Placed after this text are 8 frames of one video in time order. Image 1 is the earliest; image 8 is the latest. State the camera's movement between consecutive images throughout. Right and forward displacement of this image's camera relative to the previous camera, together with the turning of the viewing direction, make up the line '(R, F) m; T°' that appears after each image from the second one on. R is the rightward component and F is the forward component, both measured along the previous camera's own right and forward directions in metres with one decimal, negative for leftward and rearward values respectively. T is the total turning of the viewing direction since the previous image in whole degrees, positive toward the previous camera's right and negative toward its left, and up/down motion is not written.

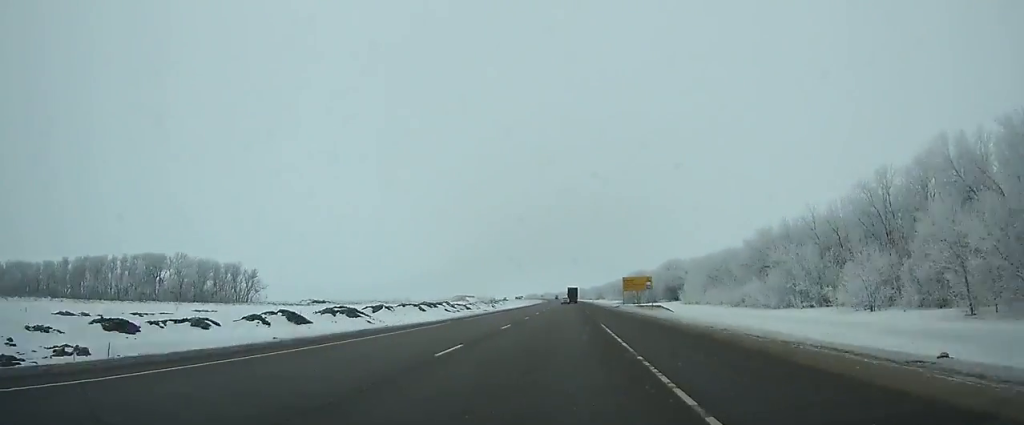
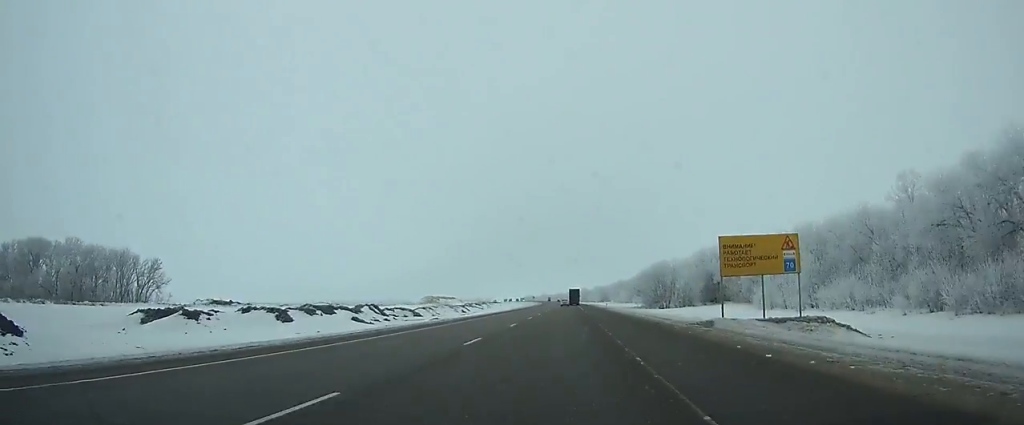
(-0.1, +55.3) m; 0°
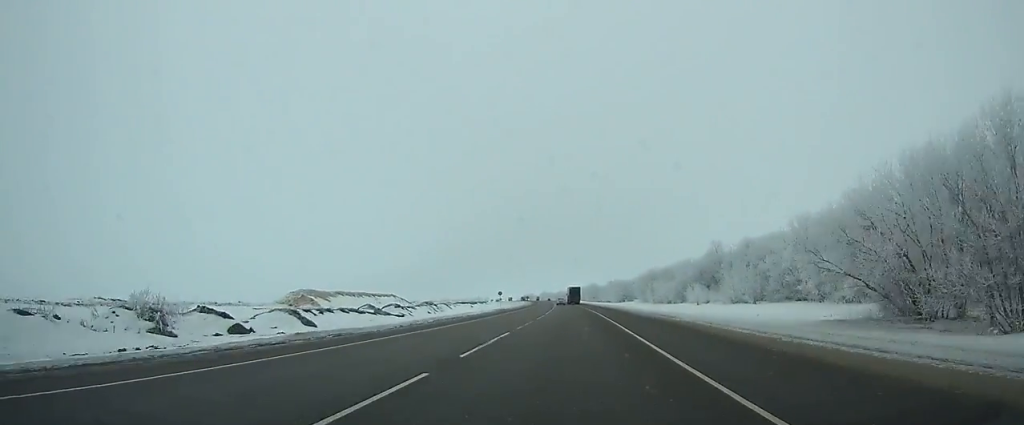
(-0.3, +105.5) m; 0°
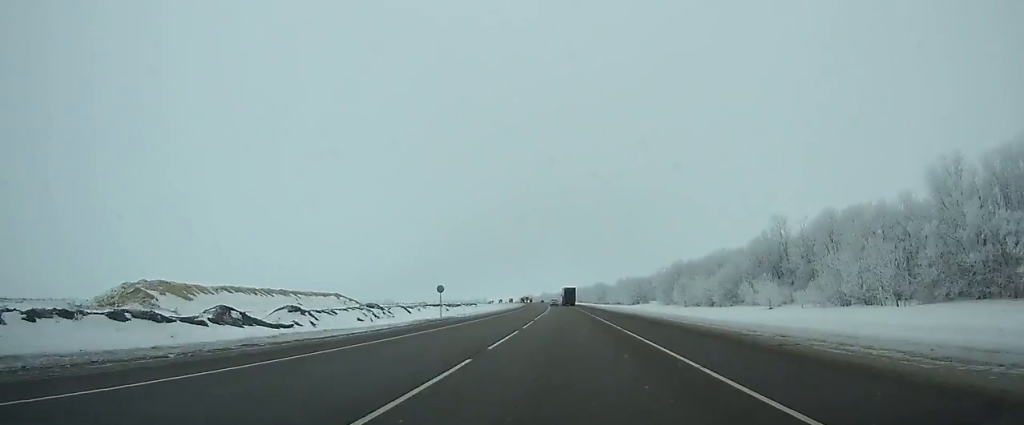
(0.0, +45.1) m; -1°
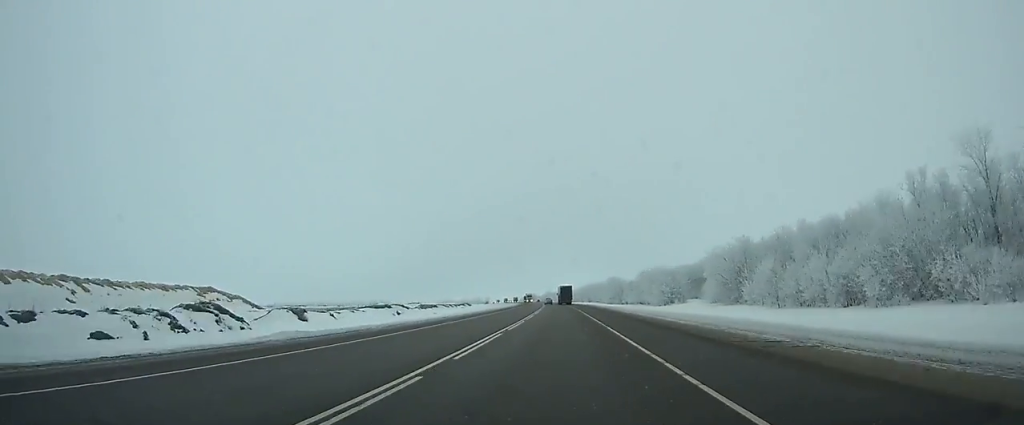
(-0.3, +55.1) m; -1°
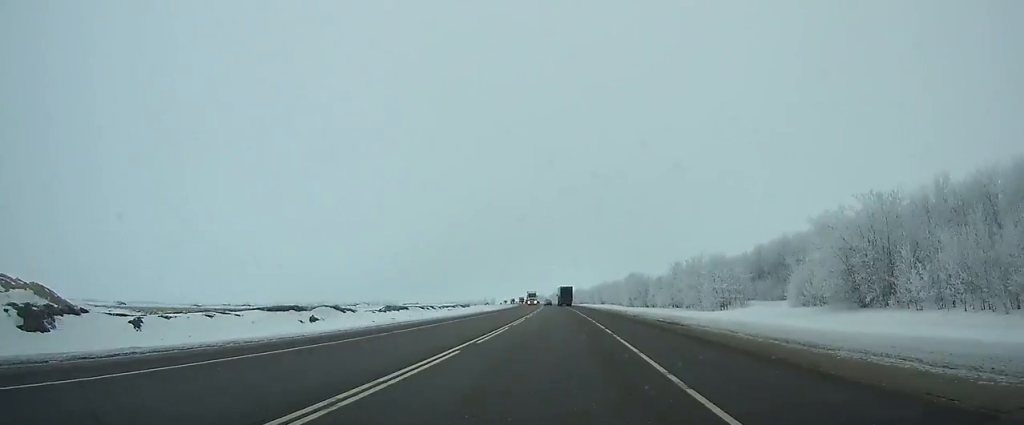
(-0.3, +42.7) m; -1°
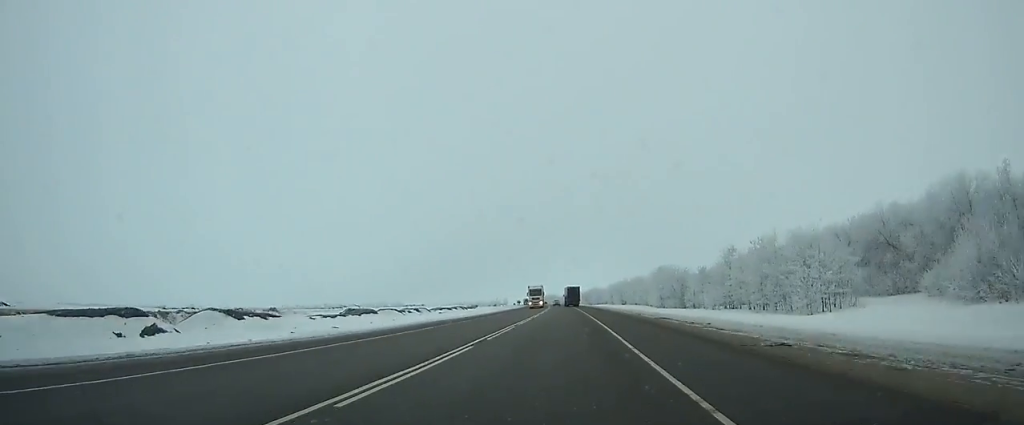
(-0.4, +35.2) m; -1°
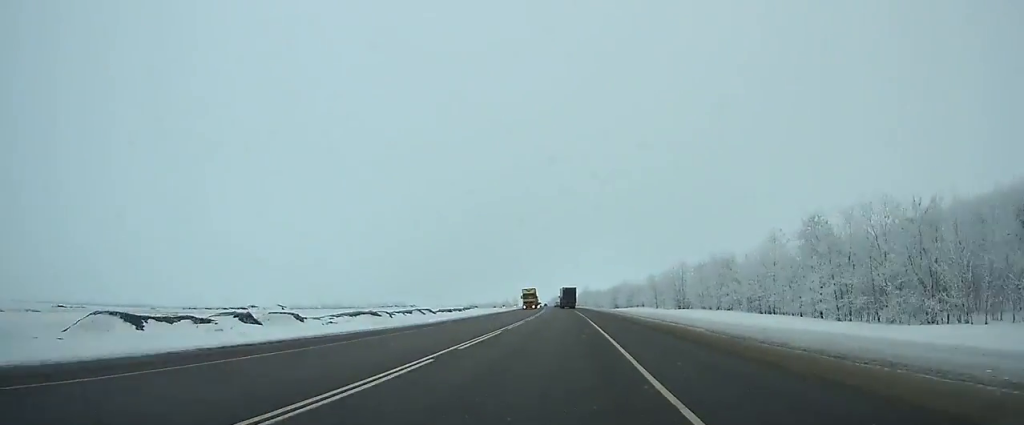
(-1.7, +88.5) m; -2°
